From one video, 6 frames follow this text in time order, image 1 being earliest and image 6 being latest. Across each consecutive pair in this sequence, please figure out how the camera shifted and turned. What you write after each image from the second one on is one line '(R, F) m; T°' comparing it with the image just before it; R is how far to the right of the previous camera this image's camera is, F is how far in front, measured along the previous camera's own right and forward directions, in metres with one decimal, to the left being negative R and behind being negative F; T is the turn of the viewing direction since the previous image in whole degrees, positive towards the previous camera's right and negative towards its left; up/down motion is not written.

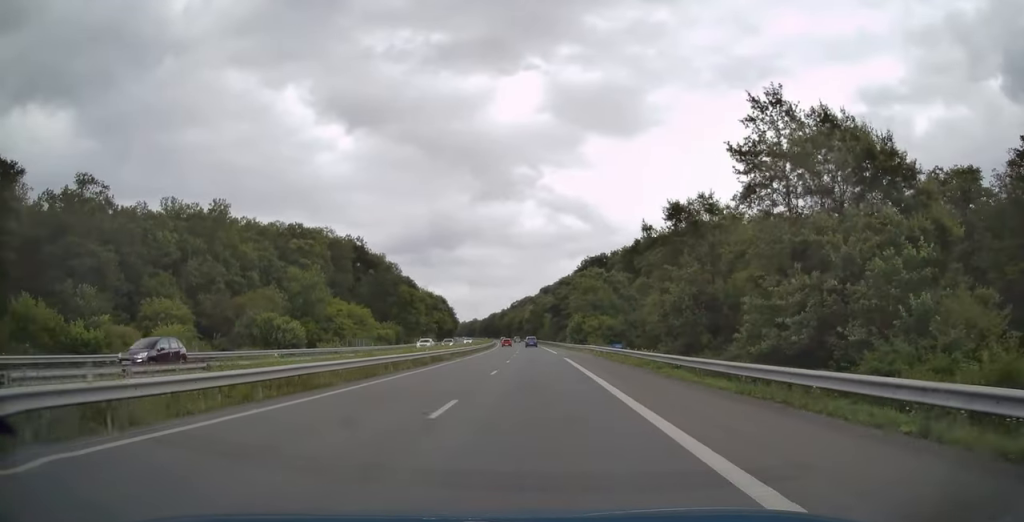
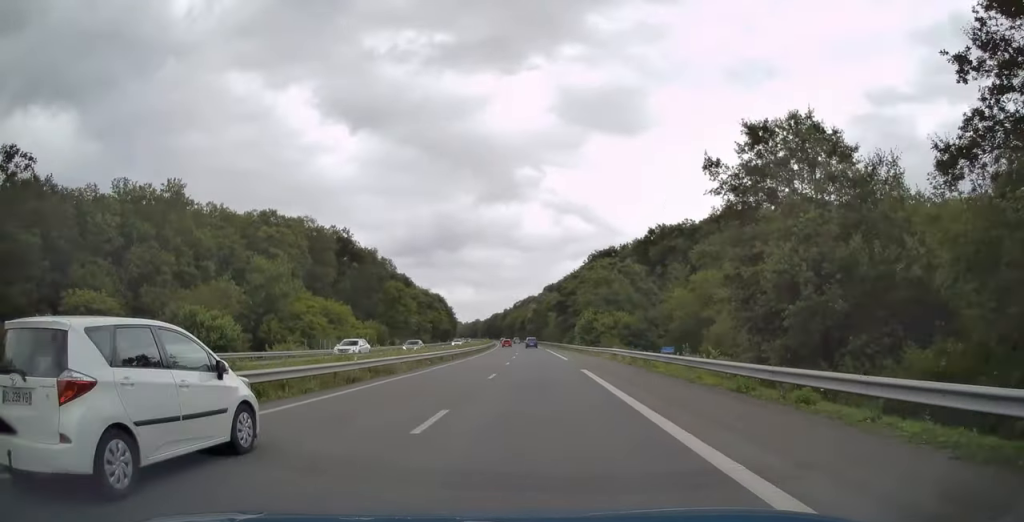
(+0.1, +14.4) m; 0°
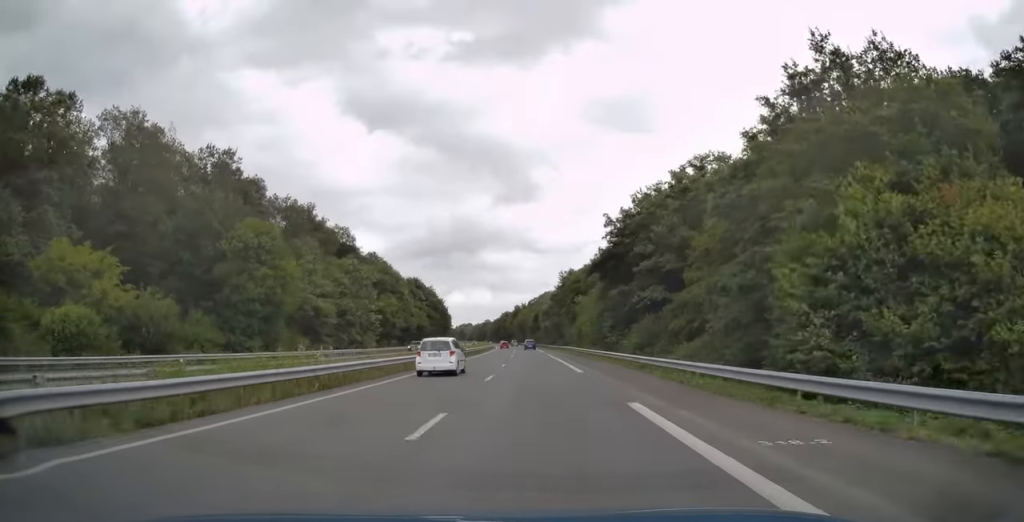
(-1.6, +64.7) m; -2°
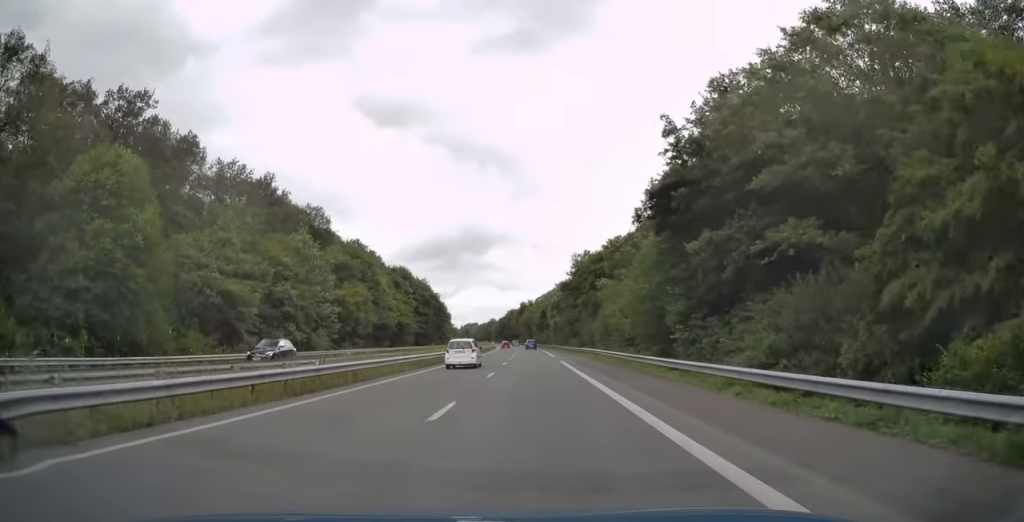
(-0.1, +23.6) m; -1°
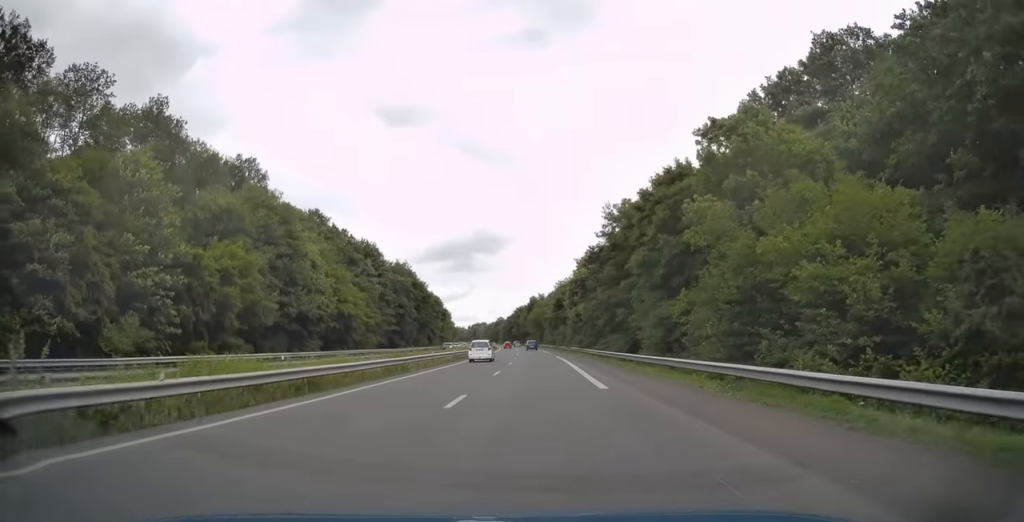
(-0.4, +36.5) m; -1°
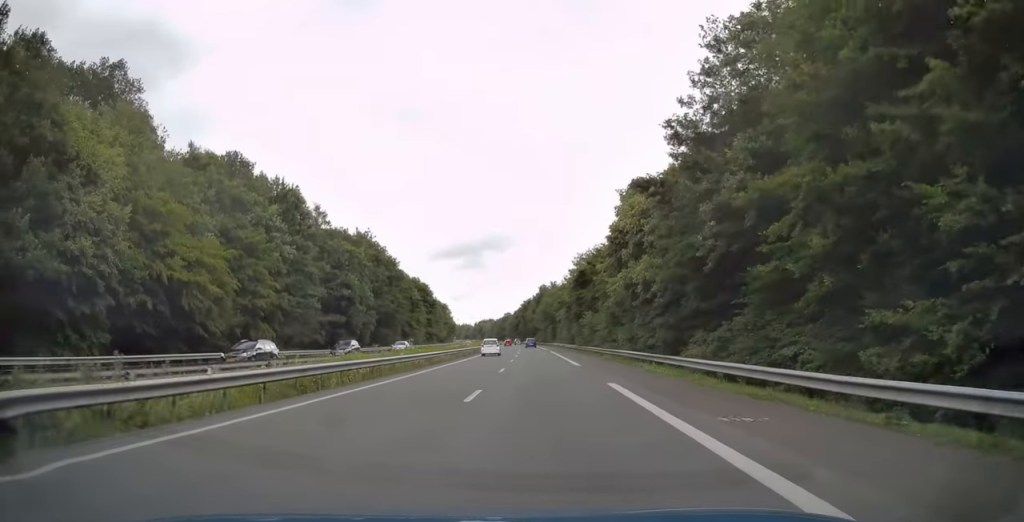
(0.0, +37.5) m; 0°
